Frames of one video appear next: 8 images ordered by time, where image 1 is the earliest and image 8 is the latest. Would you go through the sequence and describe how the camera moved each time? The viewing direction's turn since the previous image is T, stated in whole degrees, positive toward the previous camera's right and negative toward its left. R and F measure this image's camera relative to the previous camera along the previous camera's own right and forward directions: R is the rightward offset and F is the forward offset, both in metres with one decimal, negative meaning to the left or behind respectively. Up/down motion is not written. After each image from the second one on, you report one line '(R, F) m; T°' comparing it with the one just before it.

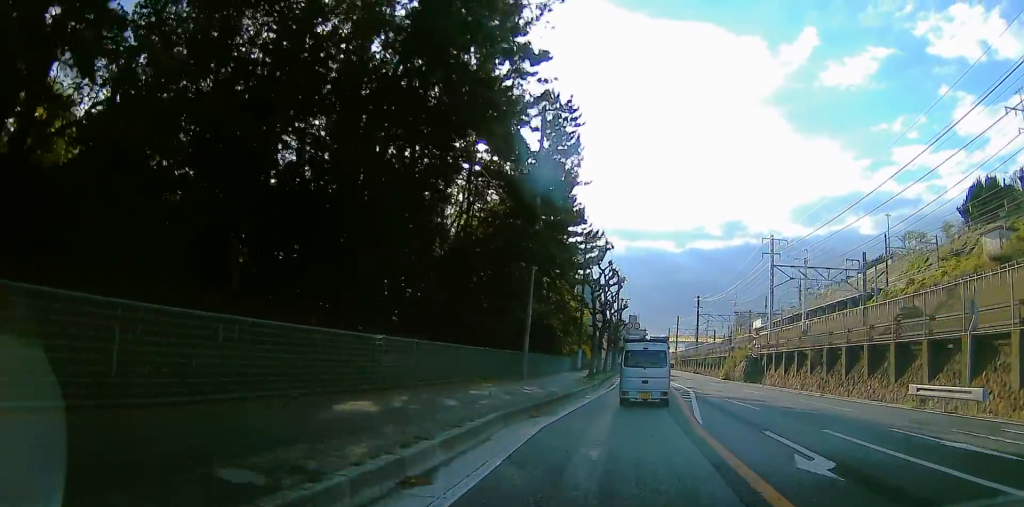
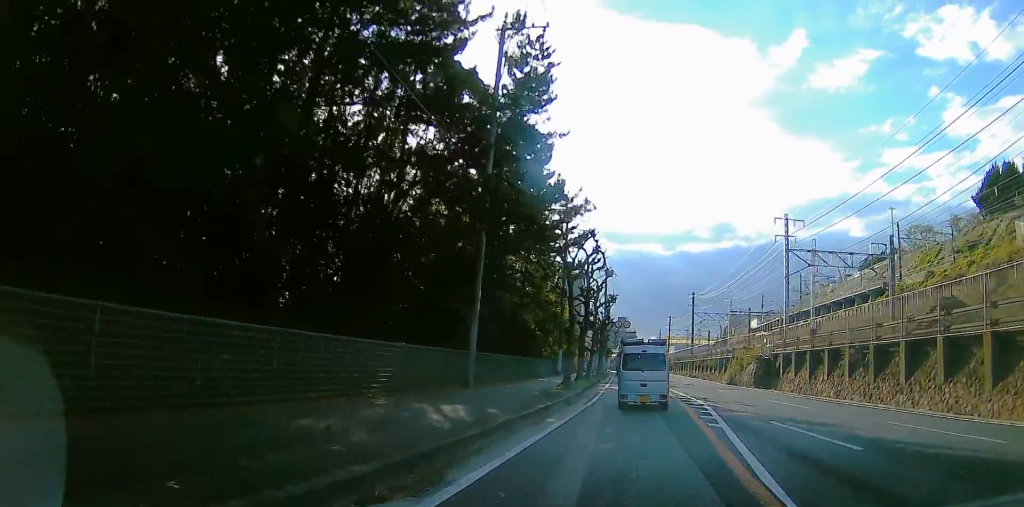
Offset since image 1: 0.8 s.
(+0.7, +7.8) m; +1°
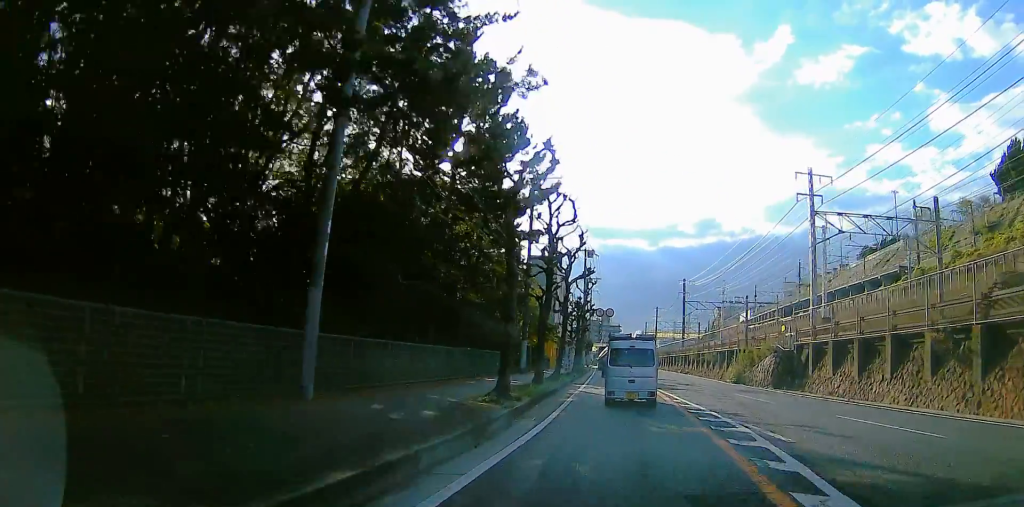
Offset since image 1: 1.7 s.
(-1.0, +9.6) m; 0°
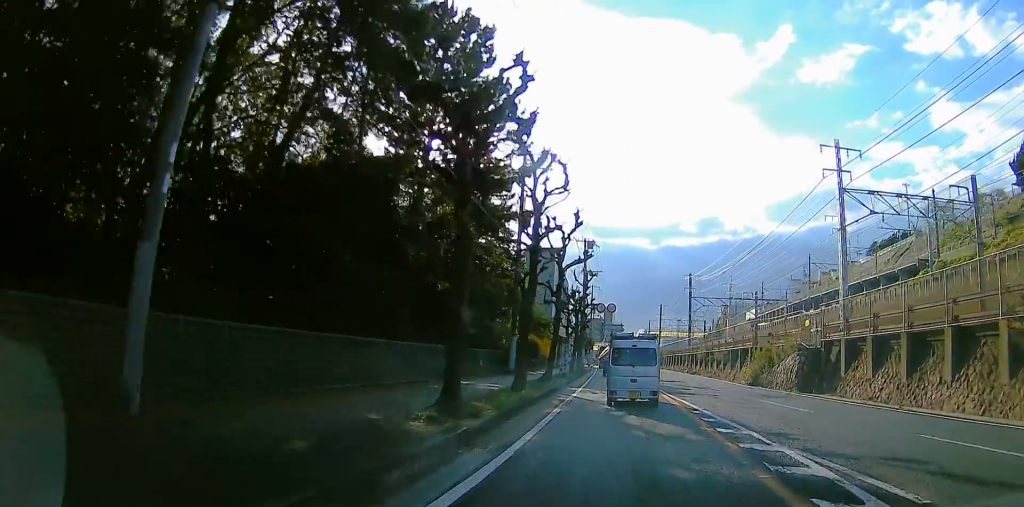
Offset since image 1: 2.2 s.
(+0.6, +4.5) m; 0°
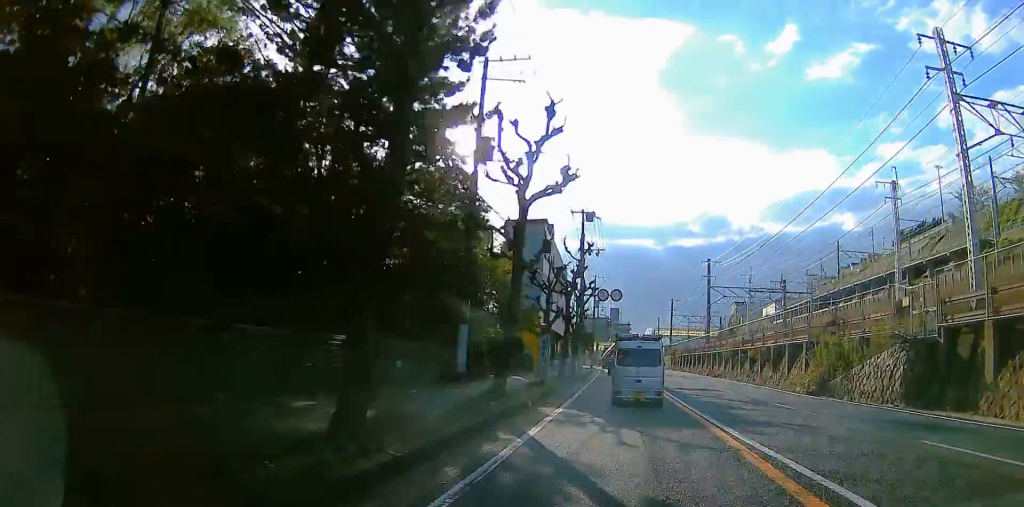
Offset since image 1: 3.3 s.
(-0.4, +11.6) m; 0°
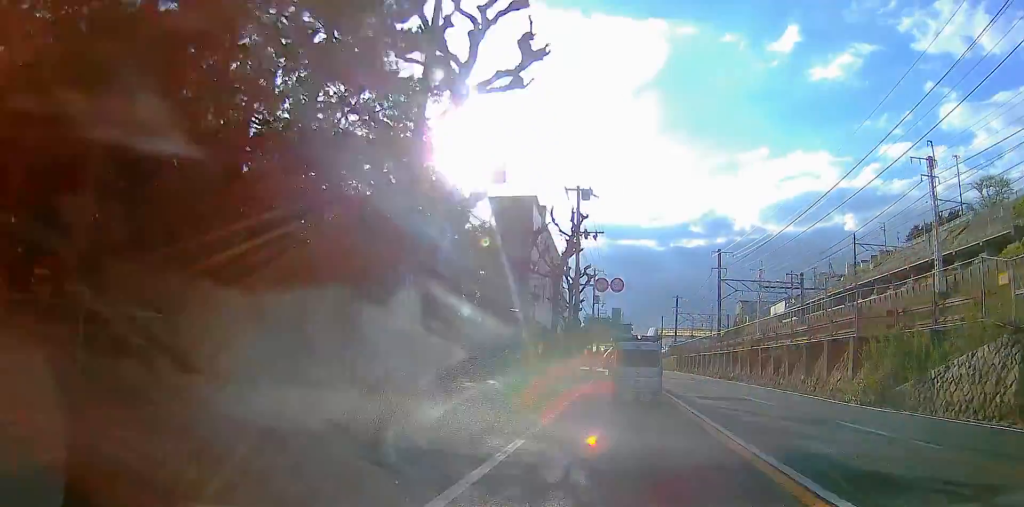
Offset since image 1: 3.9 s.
(0.0, +6.4) m; 0°
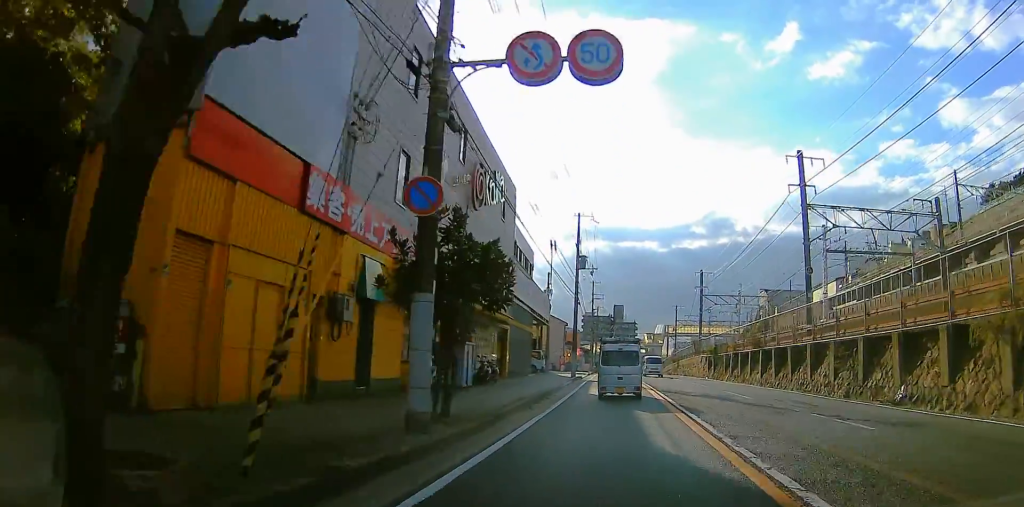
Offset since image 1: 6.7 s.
(+0.8, +28.8) m; -1°
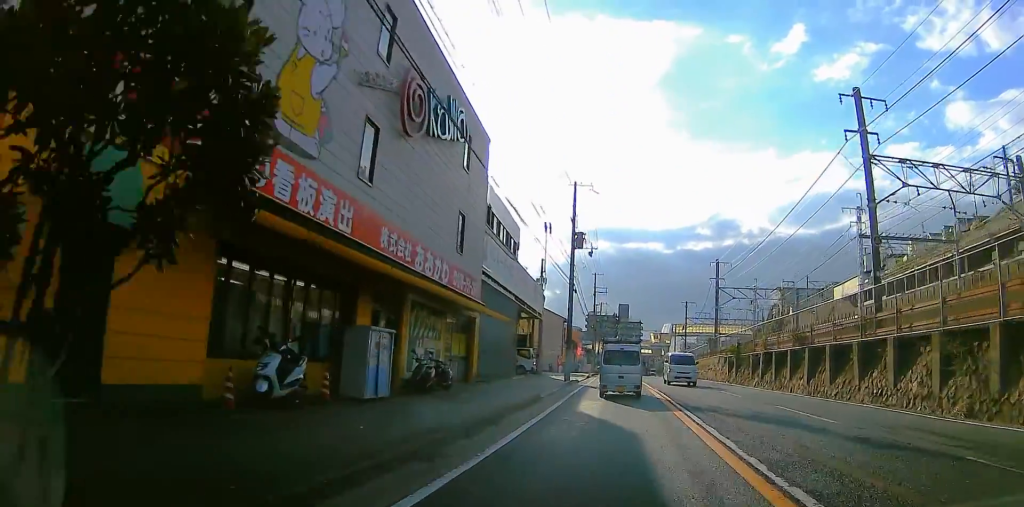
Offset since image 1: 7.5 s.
(-1.1, +8.4) m; -5°
